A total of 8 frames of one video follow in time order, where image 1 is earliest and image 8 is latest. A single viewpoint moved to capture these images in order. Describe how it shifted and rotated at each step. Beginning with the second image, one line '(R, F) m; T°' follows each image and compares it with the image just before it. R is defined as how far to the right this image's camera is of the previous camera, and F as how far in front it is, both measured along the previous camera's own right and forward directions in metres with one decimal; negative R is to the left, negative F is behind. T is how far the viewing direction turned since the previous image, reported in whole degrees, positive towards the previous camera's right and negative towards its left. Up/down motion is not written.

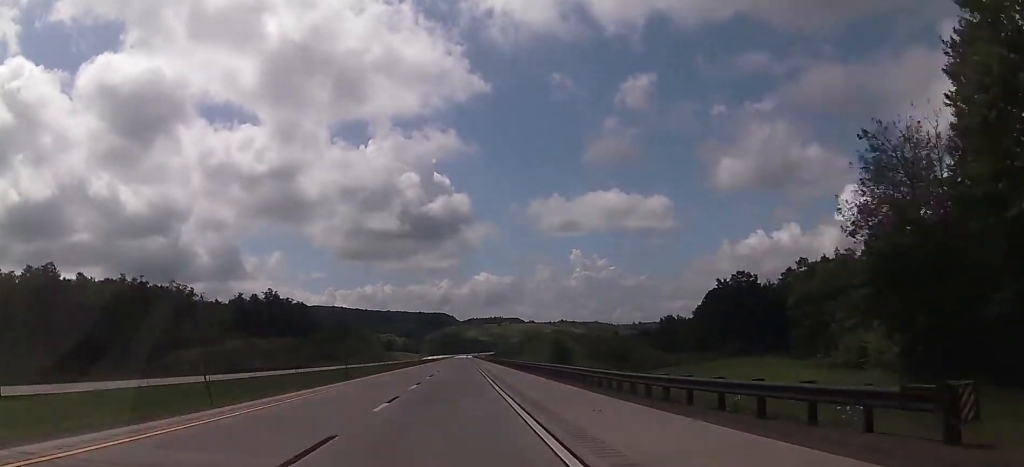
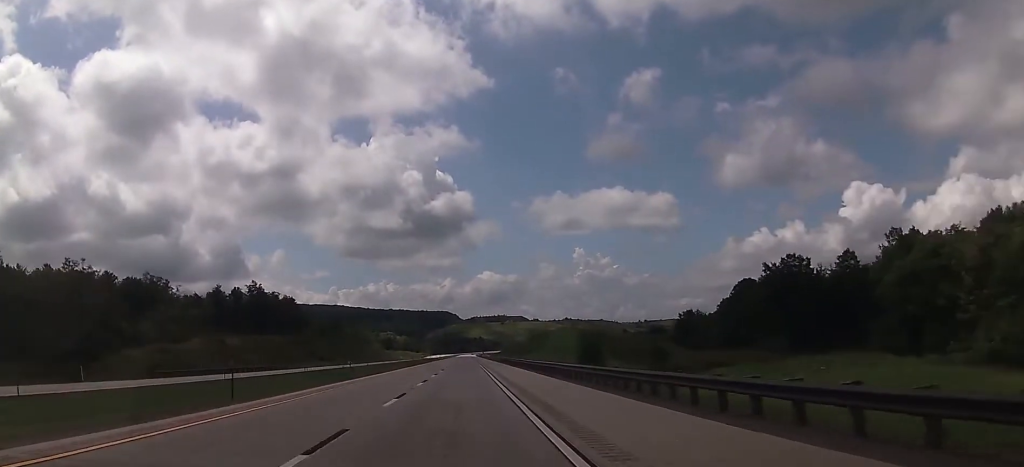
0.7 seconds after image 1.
(-0.1, +23.0) m; -1°
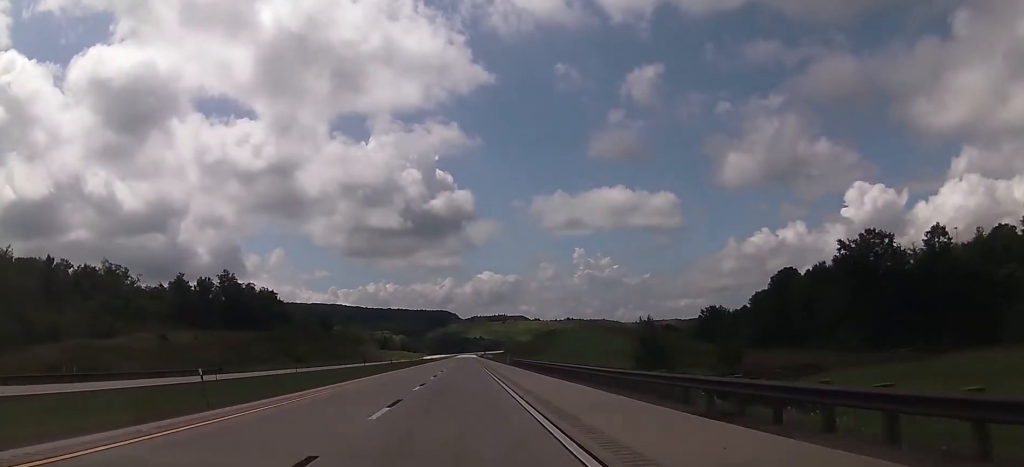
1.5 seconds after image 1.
(-0.2, +27.4) m; 0°
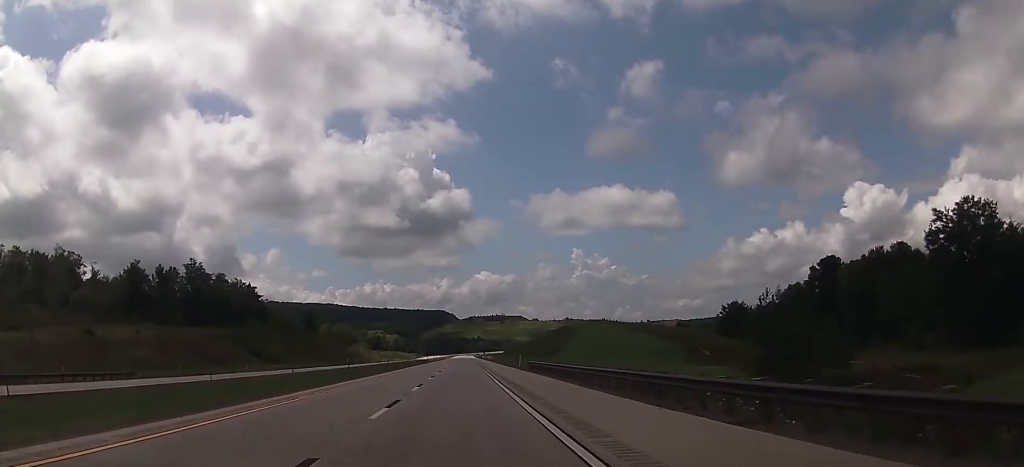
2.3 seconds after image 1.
(-0.2, +24.1) m; 0°
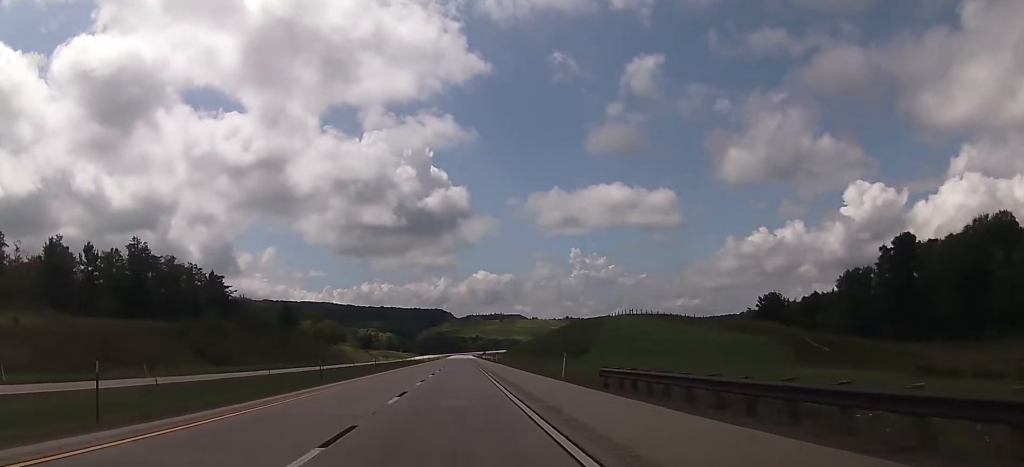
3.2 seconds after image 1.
(+0.5, +31.8) m; +1°
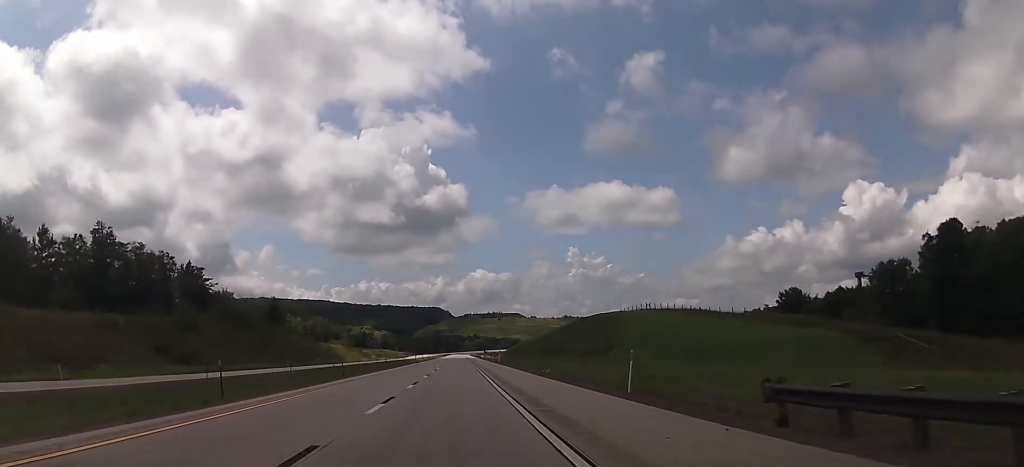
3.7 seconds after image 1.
(+0.1, +15.4) m; 0°
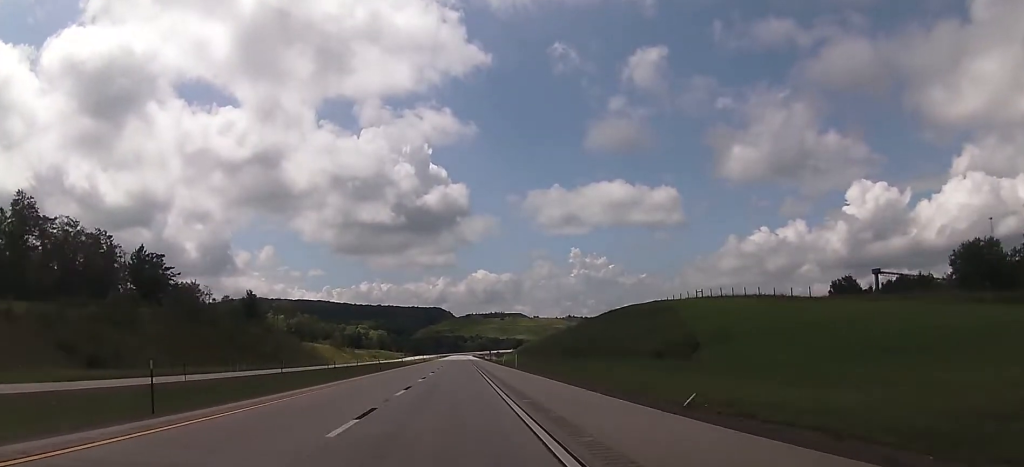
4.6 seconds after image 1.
(0.0, +28.5) m; -1°
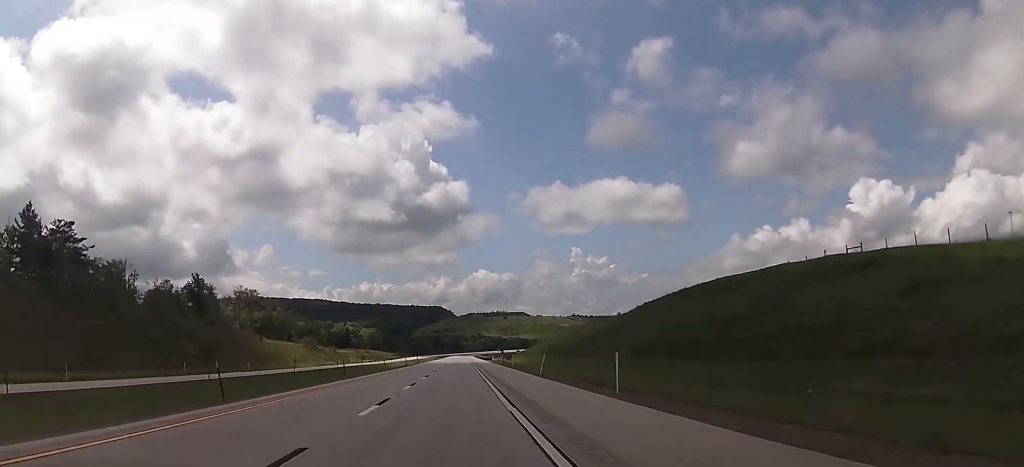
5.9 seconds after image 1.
(-0.6, +43.9) m; 0°
